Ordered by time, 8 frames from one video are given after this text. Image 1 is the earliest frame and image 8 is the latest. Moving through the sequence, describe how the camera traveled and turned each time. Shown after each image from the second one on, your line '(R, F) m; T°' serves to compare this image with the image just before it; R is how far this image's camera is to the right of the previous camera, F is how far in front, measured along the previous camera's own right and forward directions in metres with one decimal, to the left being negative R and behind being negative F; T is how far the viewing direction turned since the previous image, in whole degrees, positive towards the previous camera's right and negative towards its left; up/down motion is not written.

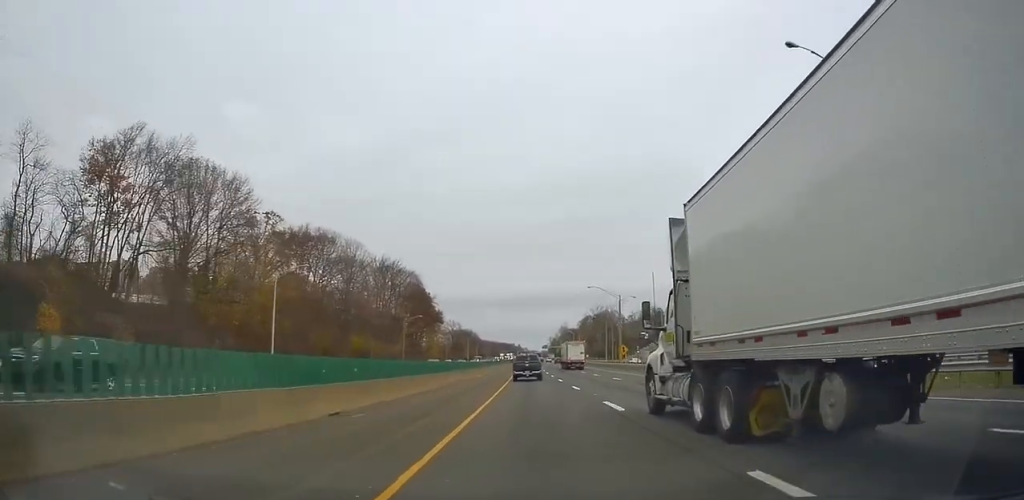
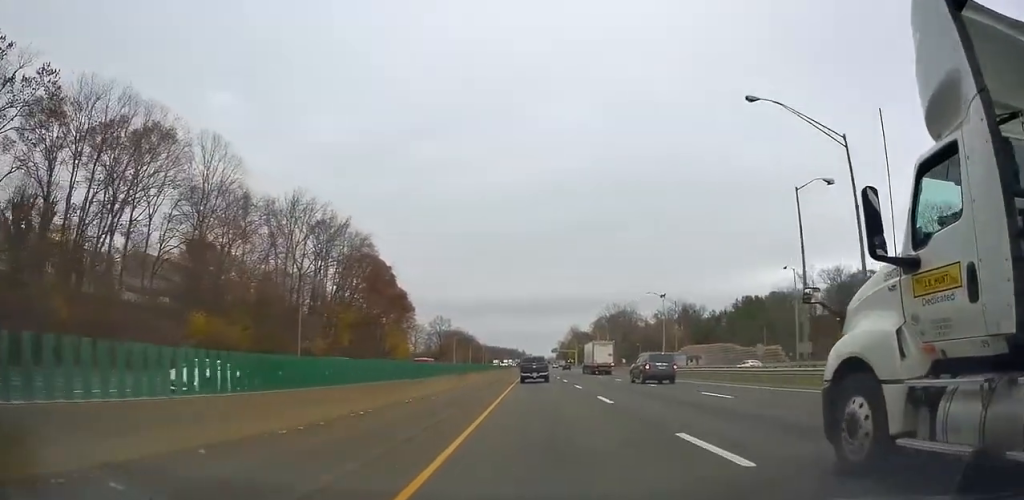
(+0.5, +69.4) m; -1°
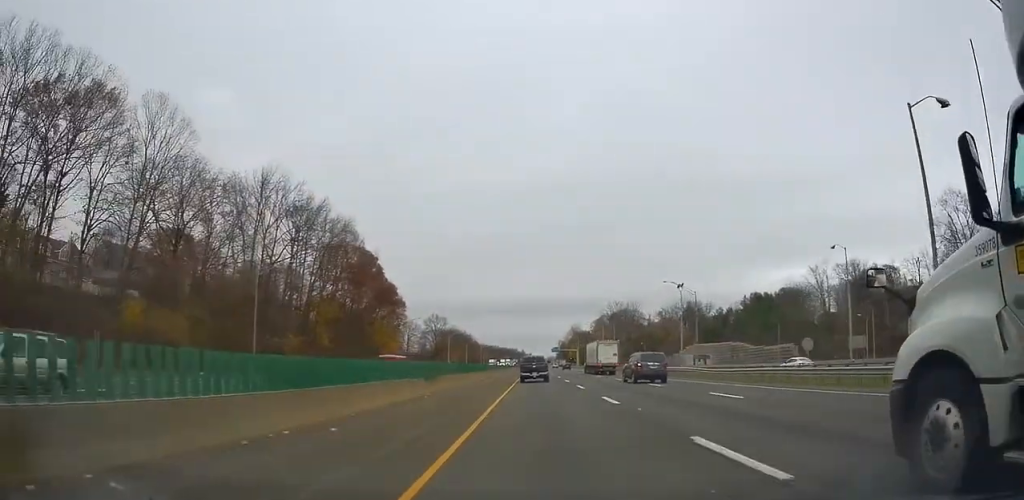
(-0.1, +13.0) m; 0°
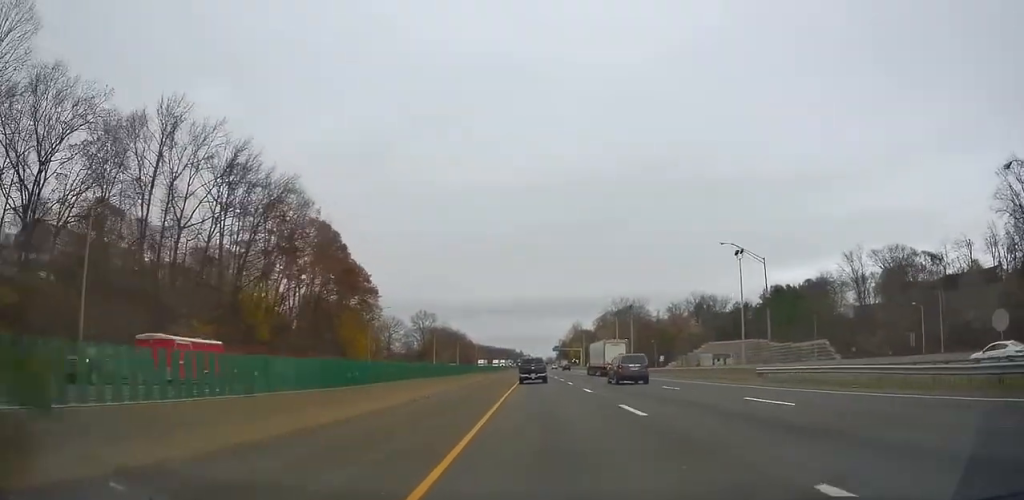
(+0.2, +28.4) m; 0°
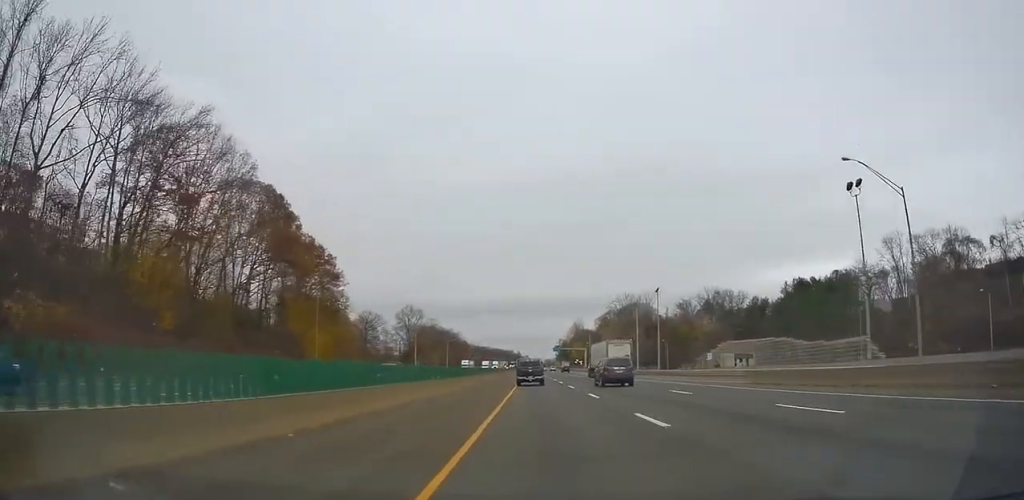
(0.0, +27.1) m; -1°
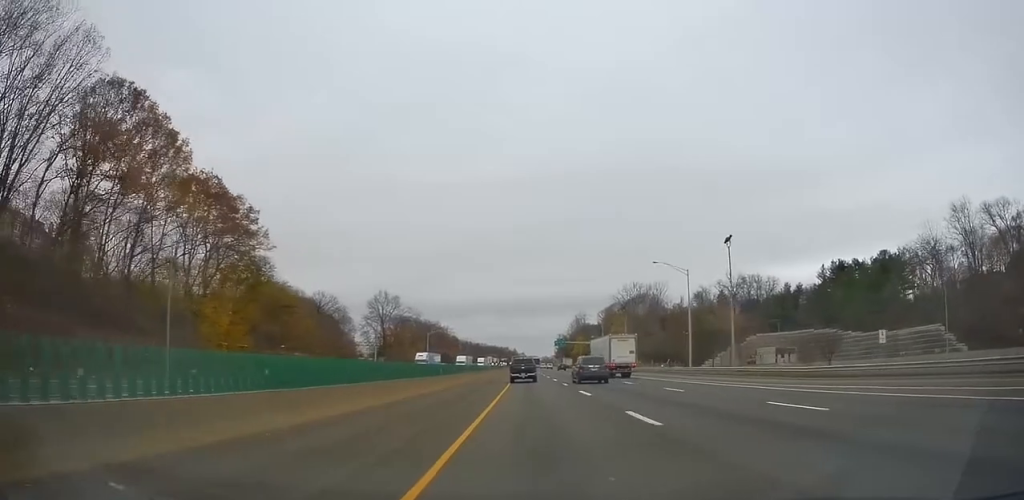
(-0.5, +37.1) m; 0°
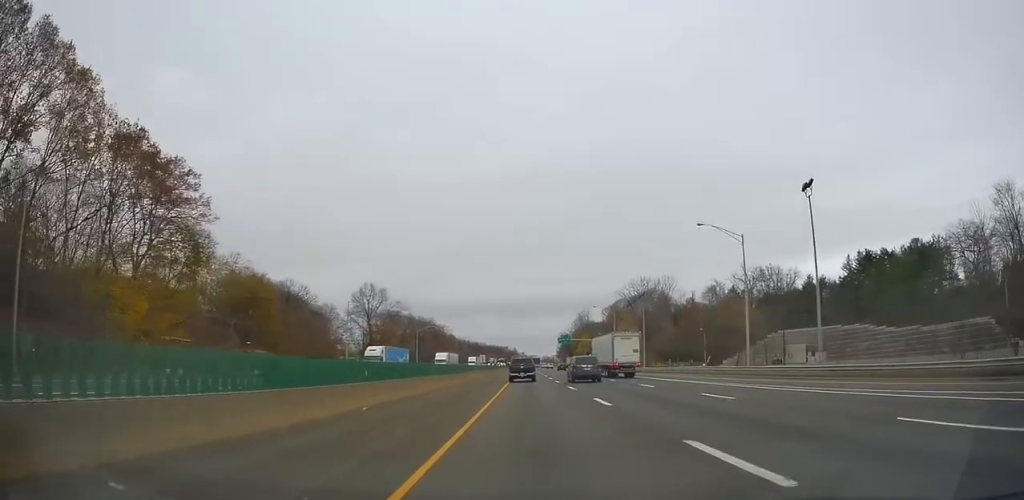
(+0.1, +18.6) m; 0°
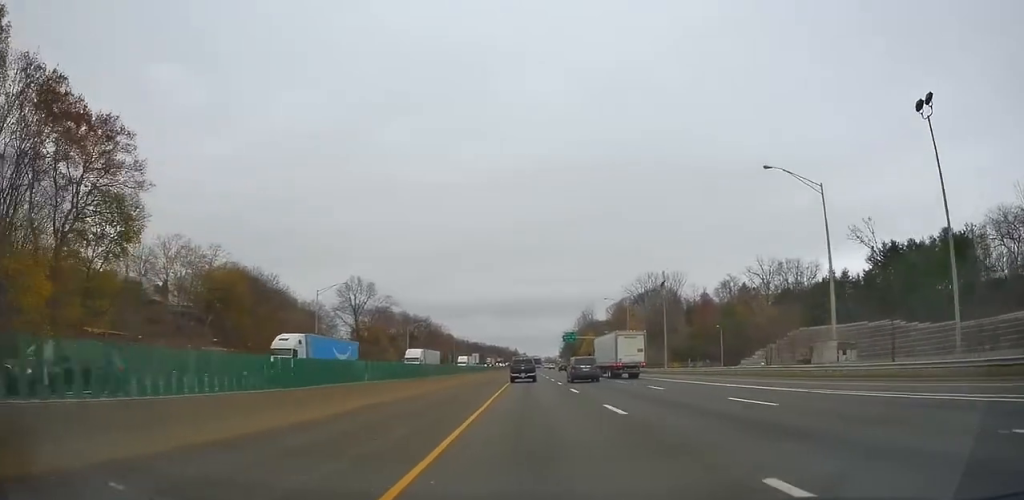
(+0.2, +15.1) m; 0°
